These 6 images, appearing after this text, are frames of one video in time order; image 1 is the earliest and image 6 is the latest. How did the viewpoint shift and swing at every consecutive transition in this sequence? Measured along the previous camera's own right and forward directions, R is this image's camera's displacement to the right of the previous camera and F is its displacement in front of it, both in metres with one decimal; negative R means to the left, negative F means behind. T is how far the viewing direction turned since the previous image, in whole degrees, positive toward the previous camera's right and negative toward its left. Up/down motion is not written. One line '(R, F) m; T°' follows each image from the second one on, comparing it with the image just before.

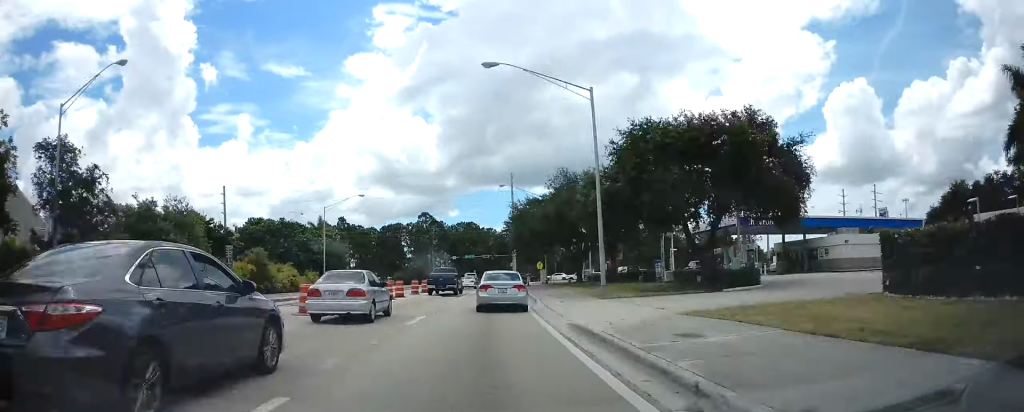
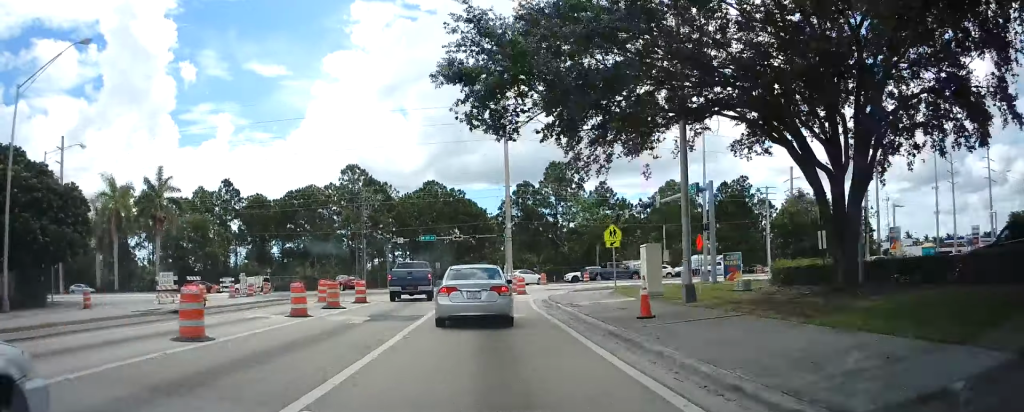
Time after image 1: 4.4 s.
(+0.6, +35.4) m; +4°
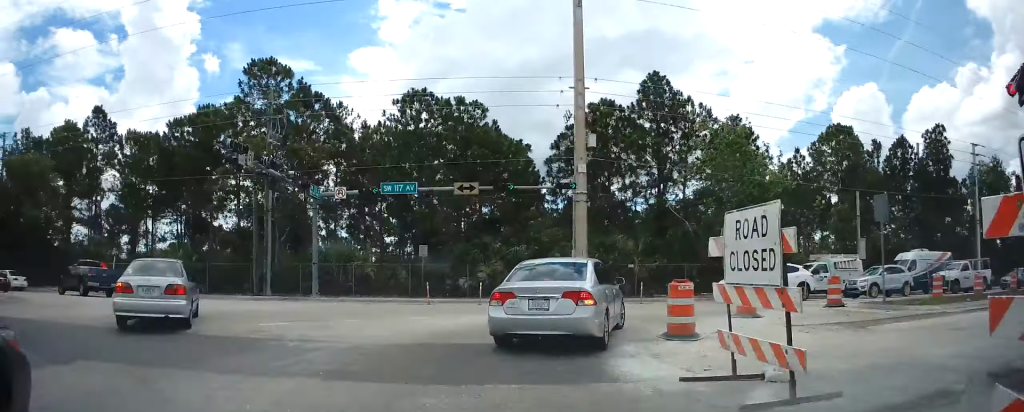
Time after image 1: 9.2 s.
(+0.5, +31.5) m; +28°
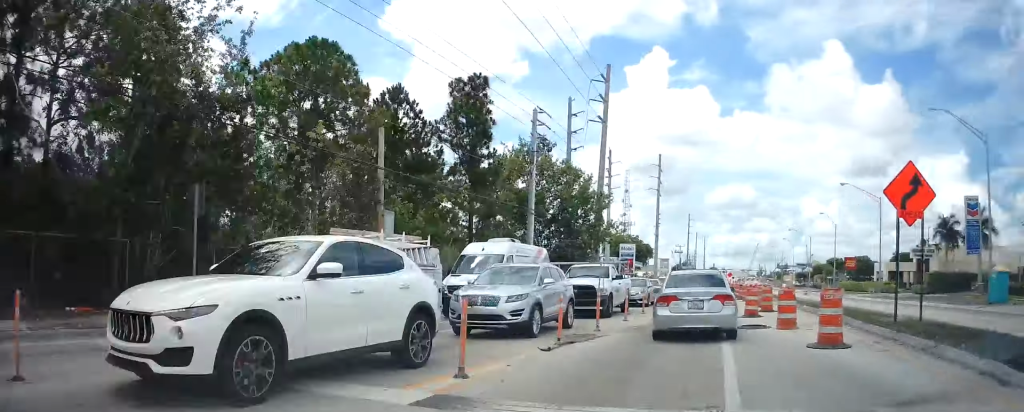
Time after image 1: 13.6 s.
(+10.7, +18.2) m; +32°
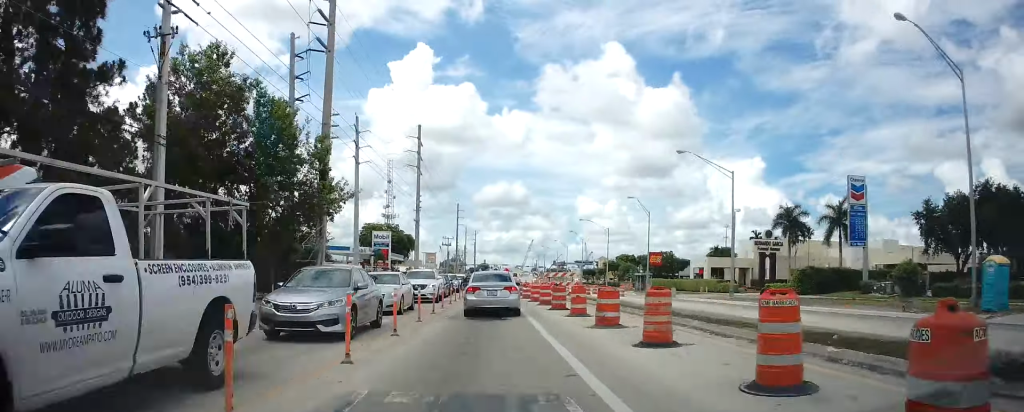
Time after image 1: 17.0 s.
(+5.7, +18.7) m; +20°
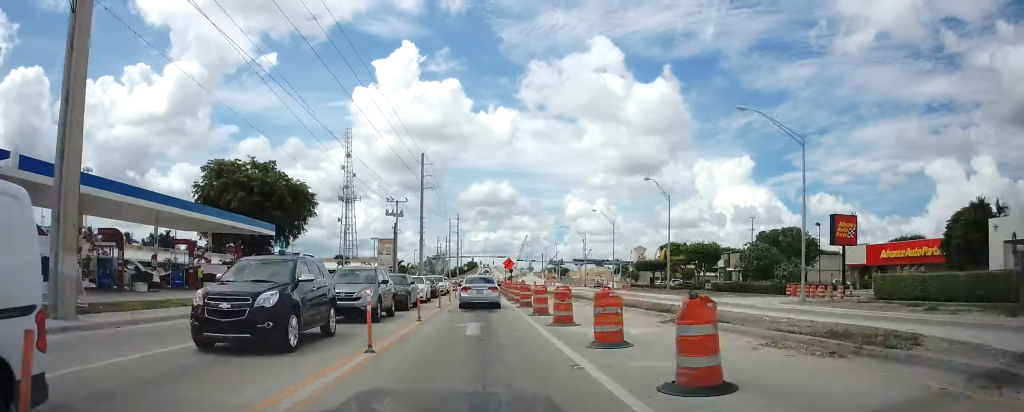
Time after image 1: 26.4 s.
(+4.9, +79.7) m; +5°
